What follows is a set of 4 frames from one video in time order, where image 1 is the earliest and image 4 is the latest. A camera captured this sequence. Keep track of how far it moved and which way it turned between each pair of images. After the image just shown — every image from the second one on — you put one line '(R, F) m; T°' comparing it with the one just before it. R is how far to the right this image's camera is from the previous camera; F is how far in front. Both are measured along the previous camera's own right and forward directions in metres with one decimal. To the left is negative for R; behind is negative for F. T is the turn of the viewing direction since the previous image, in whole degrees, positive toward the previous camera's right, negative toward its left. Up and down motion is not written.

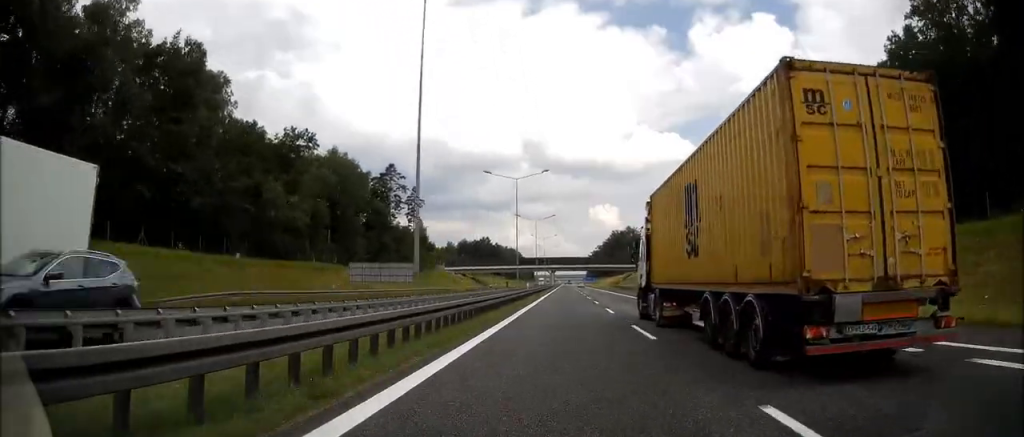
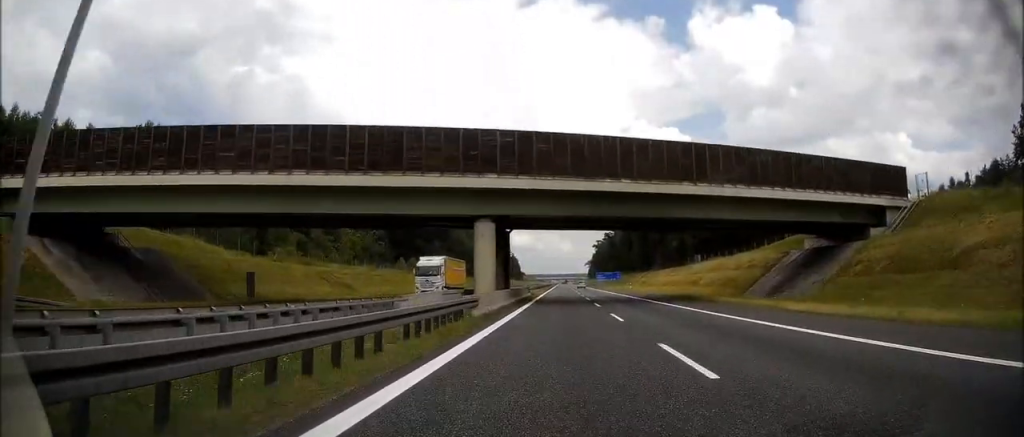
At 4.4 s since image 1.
(+0.2, +163.6) m; 0°
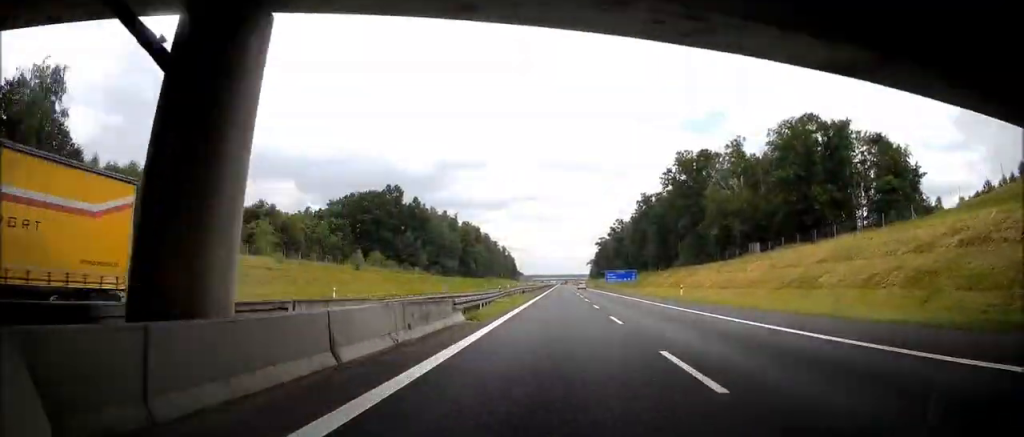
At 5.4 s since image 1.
(0.0, +37.2) m; 0°
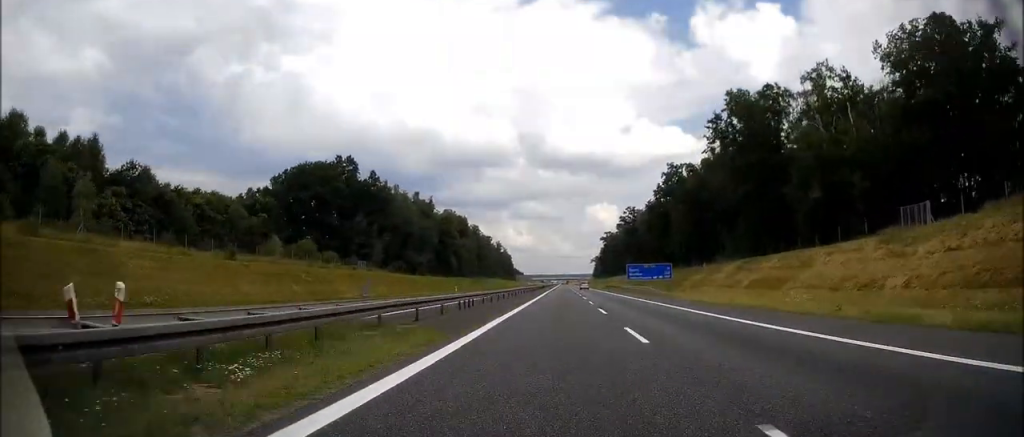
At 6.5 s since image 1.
(+0.1, +42.2) m; 0°
